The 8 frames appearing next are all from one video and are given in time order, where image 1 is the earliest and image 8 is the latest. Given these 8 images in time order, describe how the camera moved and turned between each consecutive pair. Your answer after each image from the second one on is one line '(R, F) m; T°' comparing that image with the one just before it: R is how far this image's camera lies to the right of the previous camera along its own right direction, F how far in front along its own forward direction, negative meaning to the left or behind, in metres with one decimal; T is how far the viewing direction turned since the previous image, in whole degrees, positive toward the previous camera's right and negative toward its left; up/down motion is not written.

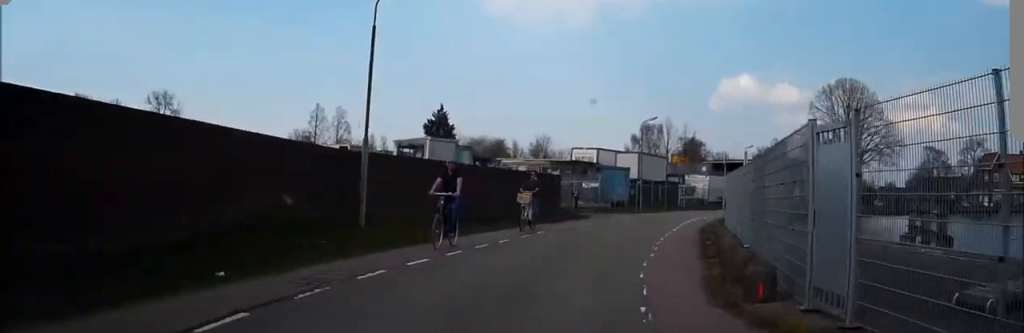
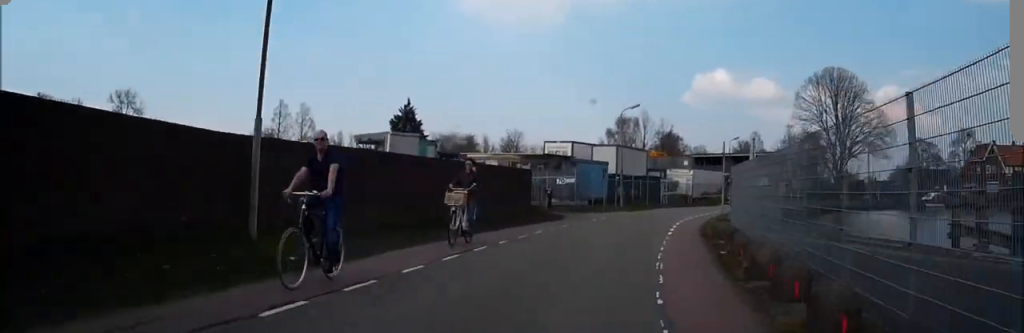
(-0.1, +4.9) m; +2°
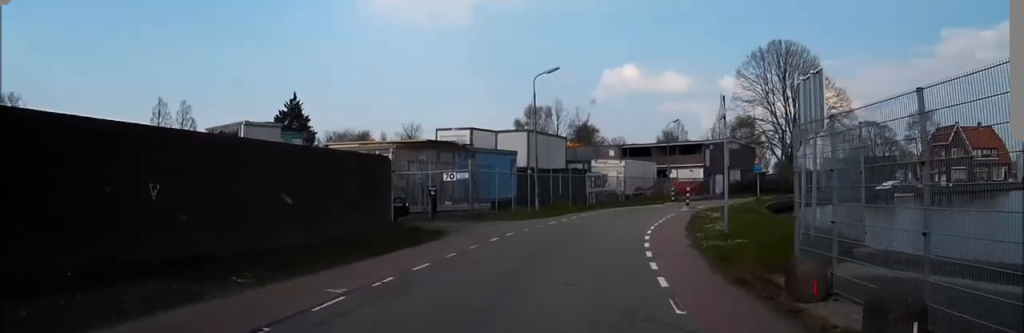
(+0.7, +12.6) m; +6°
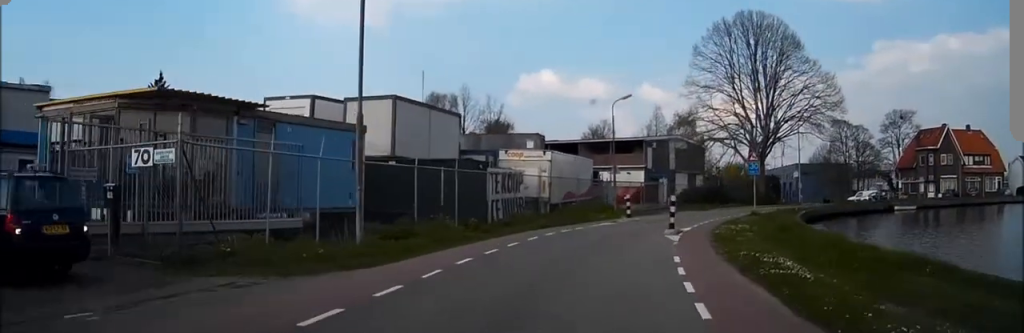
(+1.1, +17.9) m; +6°
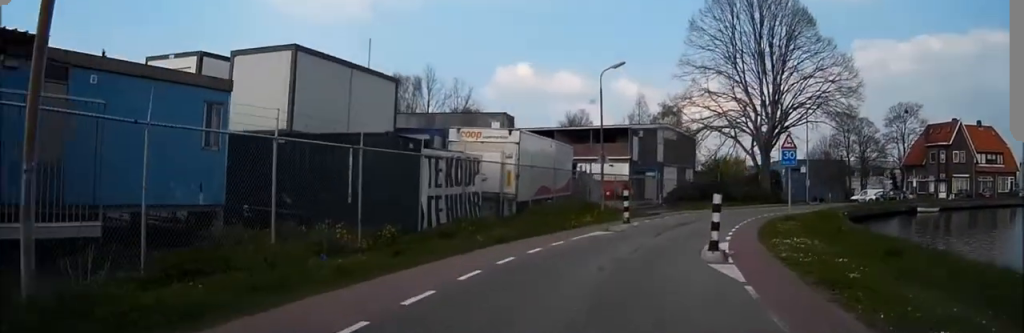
(+0.2, +8.9) m; +4°
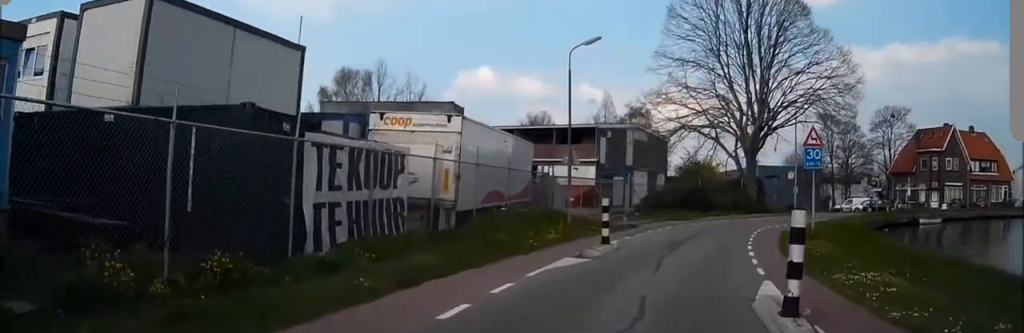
(0.0, +6.3) m; +4°
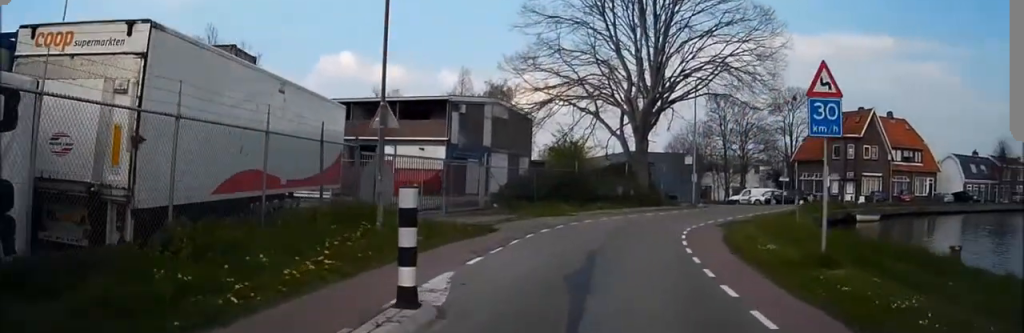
(+0.6, +9.9) m; +8°
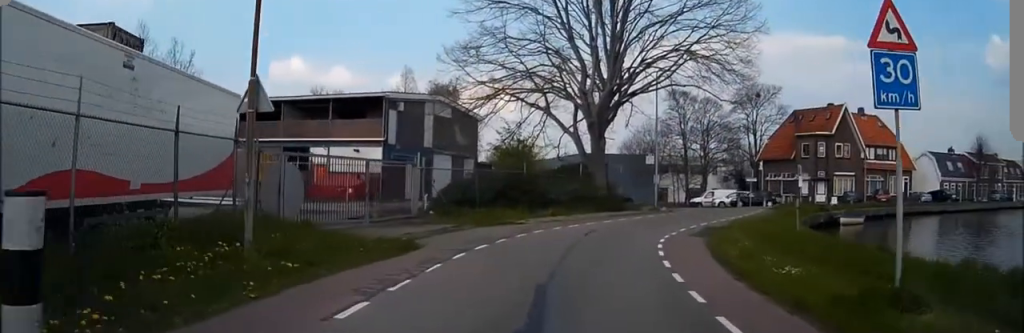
(+0.2, +4.4) m; +3°
